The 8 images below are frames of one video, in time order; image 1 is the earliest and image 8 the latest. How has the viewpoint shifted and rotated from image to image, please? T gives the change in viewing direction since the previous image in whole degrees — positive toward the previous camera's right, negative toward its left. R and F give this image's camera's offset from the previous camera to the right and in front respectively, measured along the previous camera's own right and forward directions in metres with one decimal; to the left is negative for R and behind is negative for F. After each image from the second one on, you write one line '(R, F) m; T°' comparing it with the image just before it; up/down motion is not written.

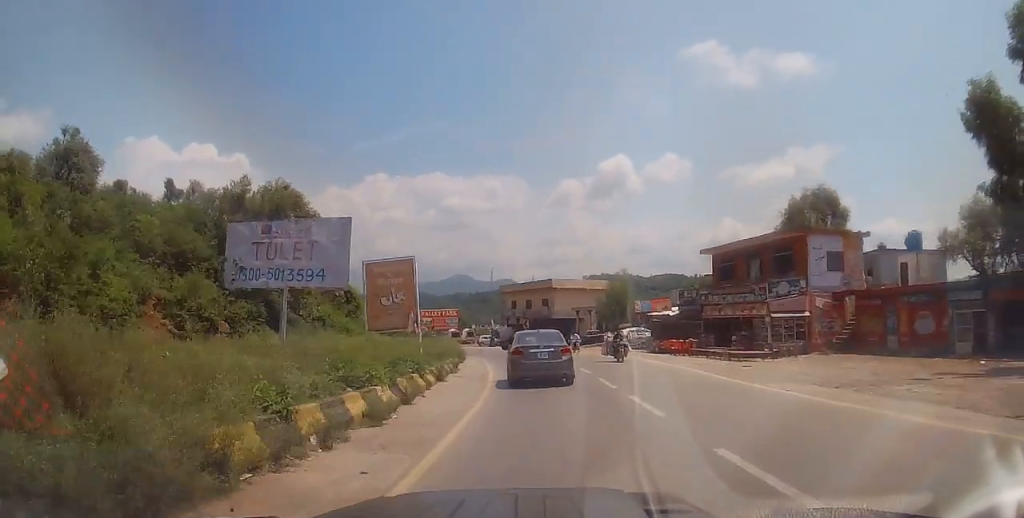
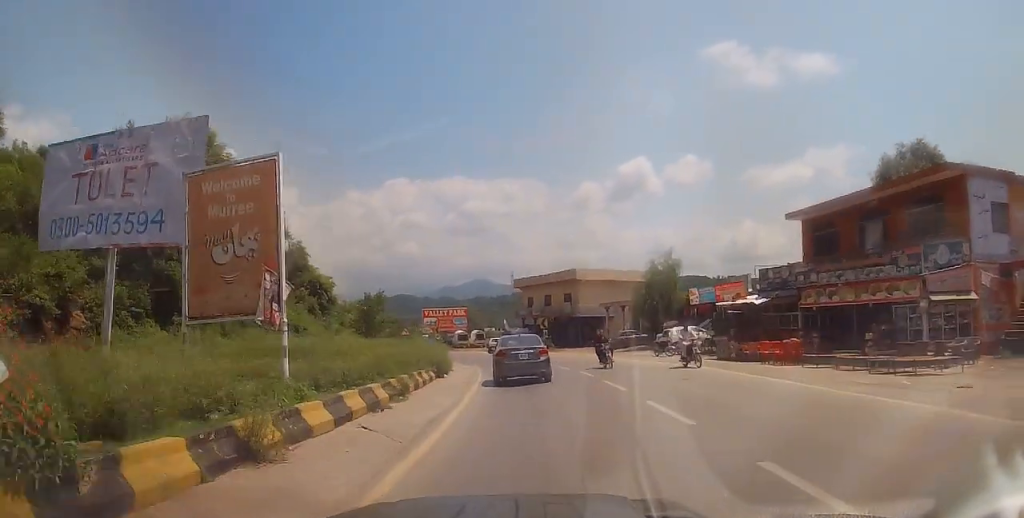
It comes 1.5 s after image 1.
(-0.5, +12.7) m; -2°
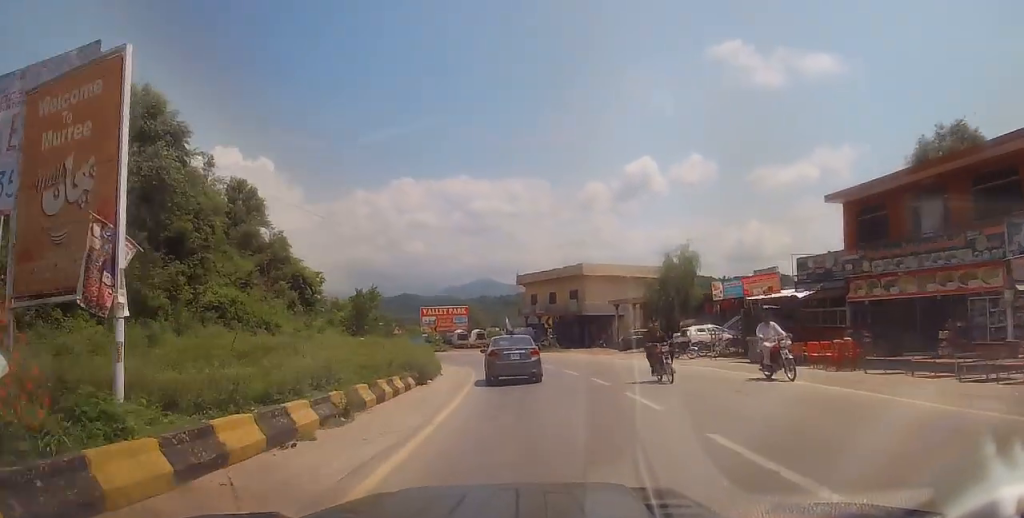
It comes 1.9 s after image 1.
(0.0, +4.1) m; 0°
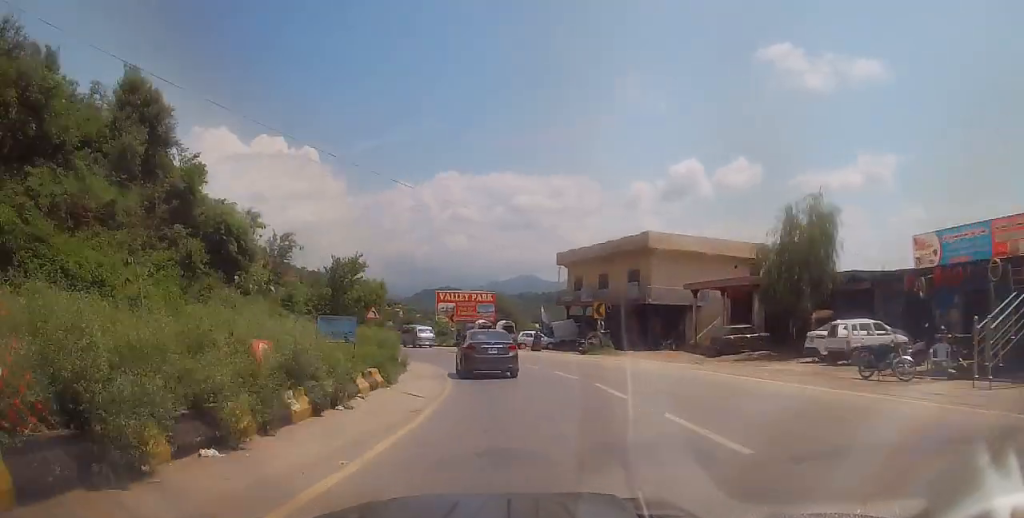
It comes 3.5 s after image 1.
(-0.2, +16.0) m; -3°
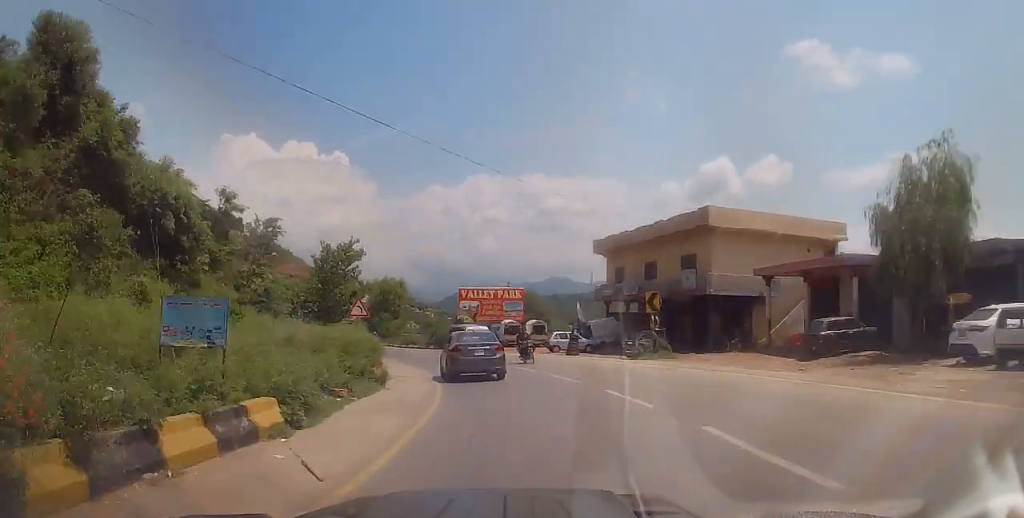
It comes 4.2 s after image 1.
(-0.2, +7.6) m; -2°
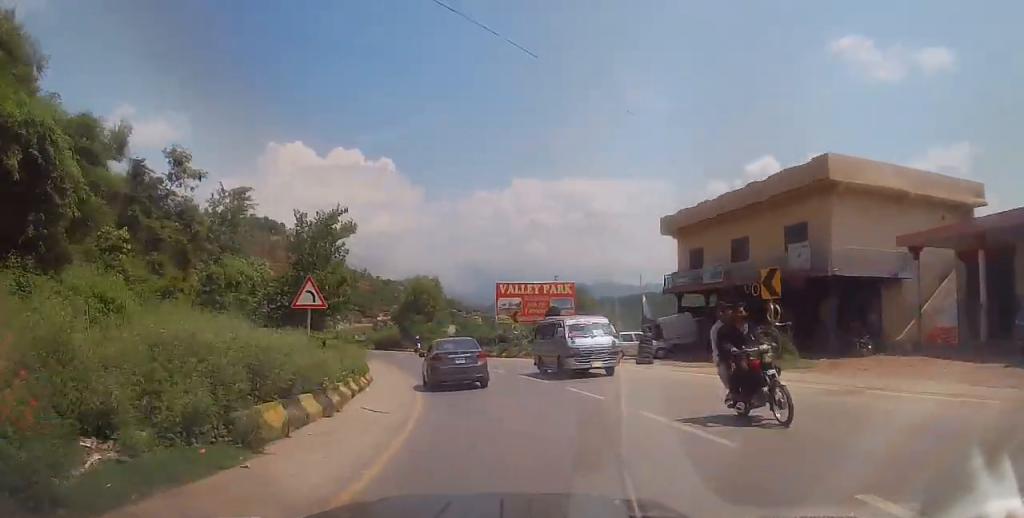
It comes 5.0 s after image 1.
(-0.2, +9.5) m; -4°
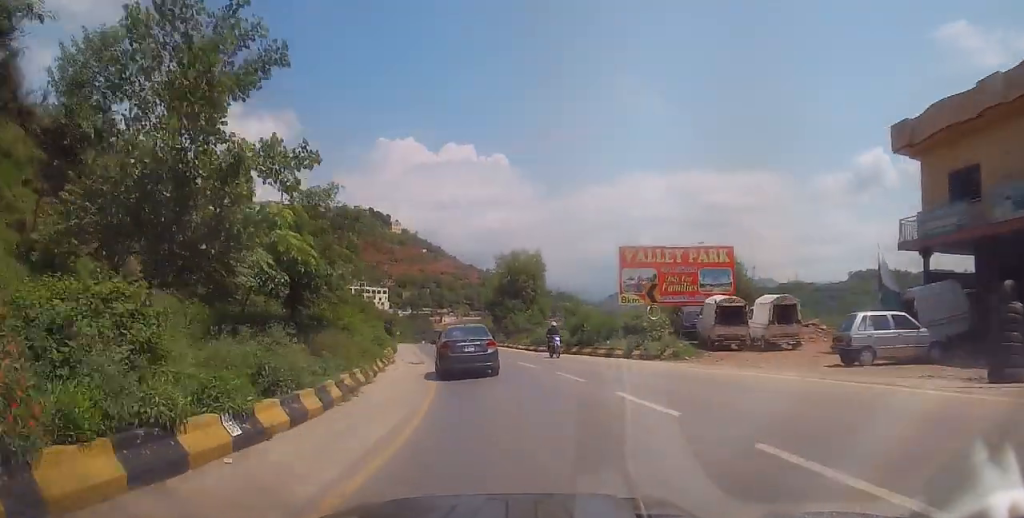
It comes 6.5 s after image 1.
(-1.6, +15.9) m; -12°
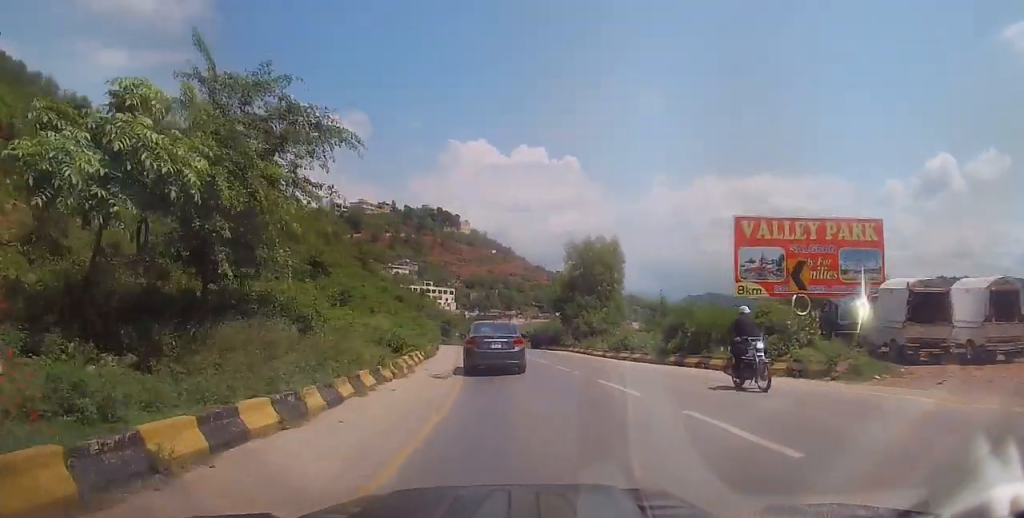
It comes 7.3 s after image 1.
(-0.5, +9.2) m; -5°
